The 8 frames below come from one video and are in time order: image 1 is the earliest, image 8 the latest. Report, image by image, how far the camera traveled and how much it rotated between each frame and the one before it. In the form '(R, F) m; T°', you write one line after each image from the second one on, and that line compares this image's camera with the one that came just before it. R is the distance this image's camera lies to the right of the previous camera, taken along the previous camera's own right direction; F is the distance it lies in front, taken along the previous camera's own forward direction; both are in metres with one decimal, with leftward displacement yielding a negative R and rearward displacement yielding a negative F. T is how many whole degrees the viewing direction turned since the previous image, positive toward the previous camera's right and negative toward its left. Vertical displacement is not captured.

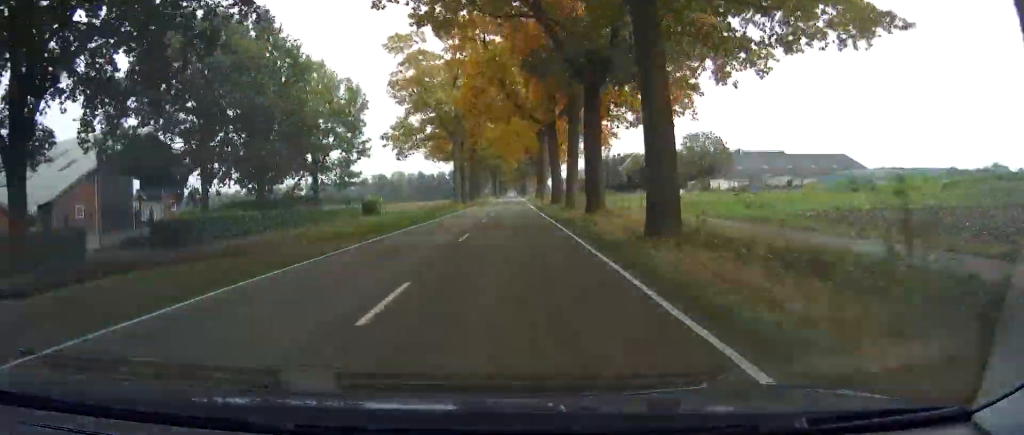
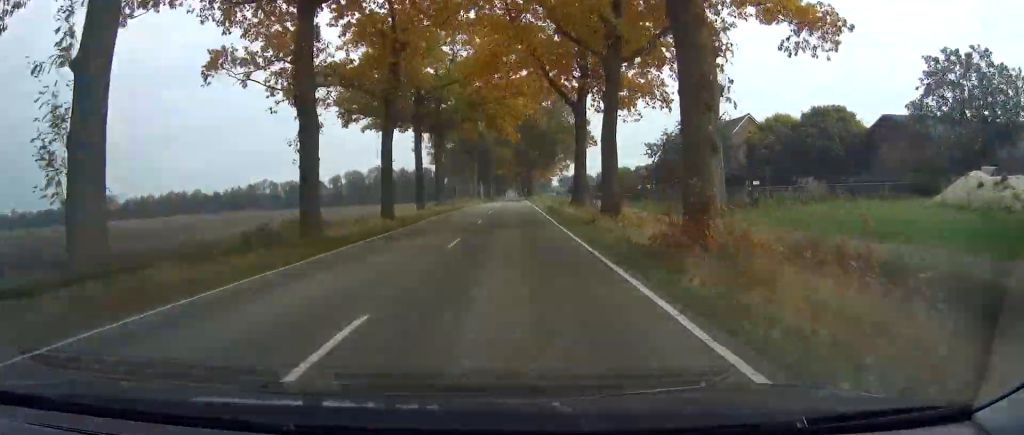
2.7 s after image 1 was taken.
(-0.7, +65.0) m; 0°
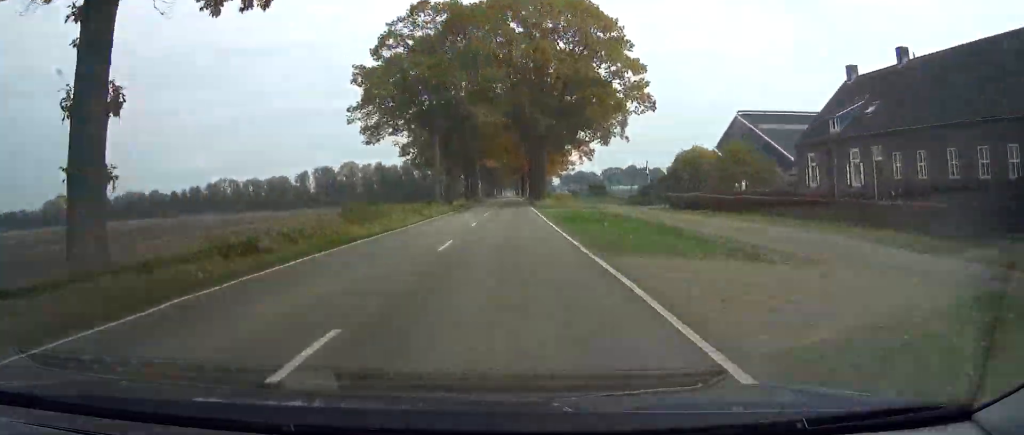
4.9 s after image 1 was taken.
(+0.1, +50.2) m; +1°
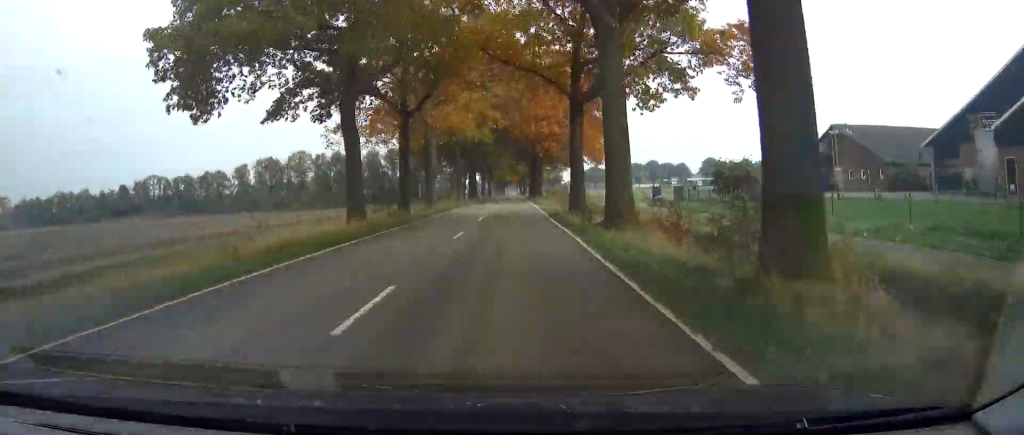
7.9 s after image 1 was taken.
(+2.2, +69.4) m; +3°
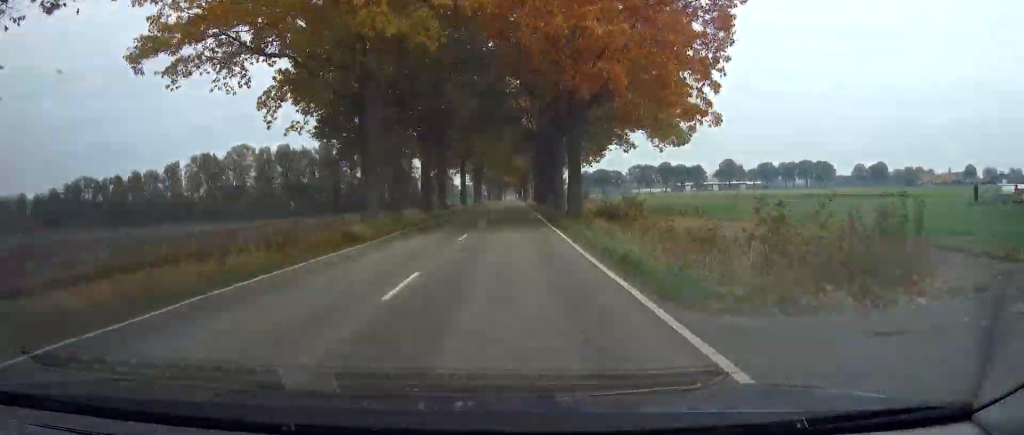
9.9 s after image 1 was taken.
(-0.1, +45.8) m; -1°
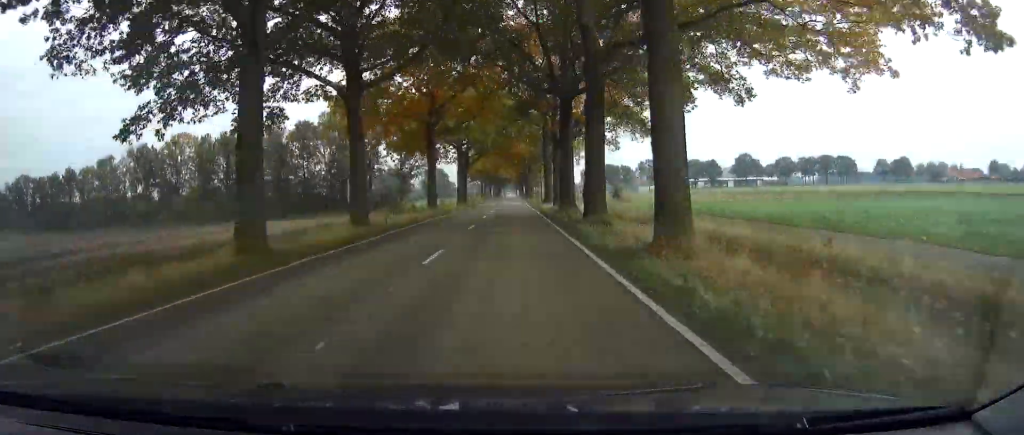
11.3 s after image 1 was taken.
(-0.4, +32.0) m; -1°
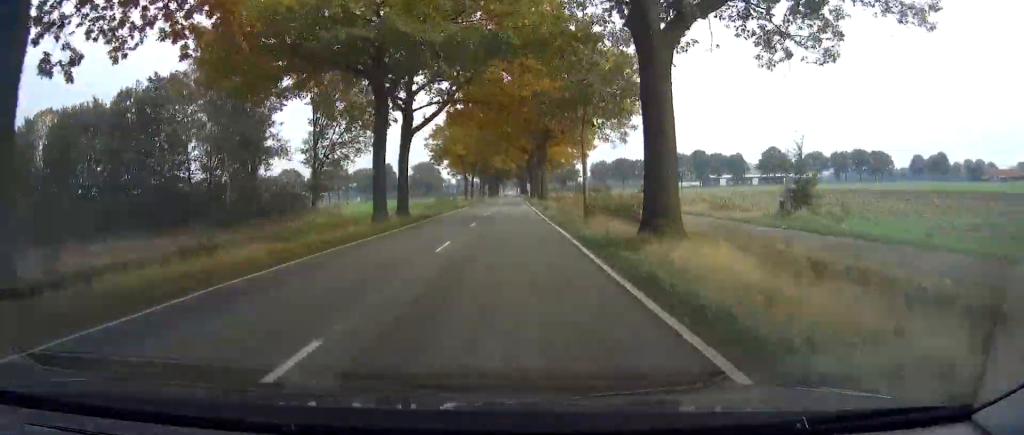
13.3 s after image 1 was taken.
(-0.1, +45.8) m; 0°
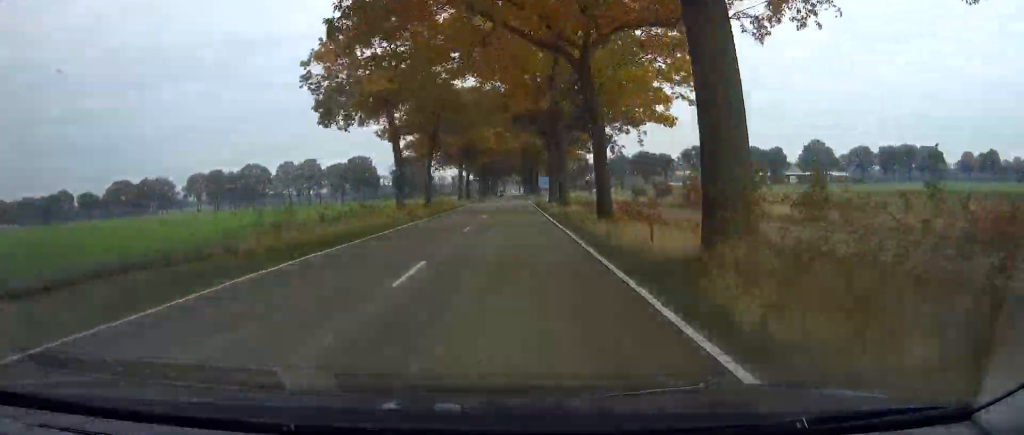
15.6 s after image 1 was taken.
(0.0, +53.6) m; 0°
